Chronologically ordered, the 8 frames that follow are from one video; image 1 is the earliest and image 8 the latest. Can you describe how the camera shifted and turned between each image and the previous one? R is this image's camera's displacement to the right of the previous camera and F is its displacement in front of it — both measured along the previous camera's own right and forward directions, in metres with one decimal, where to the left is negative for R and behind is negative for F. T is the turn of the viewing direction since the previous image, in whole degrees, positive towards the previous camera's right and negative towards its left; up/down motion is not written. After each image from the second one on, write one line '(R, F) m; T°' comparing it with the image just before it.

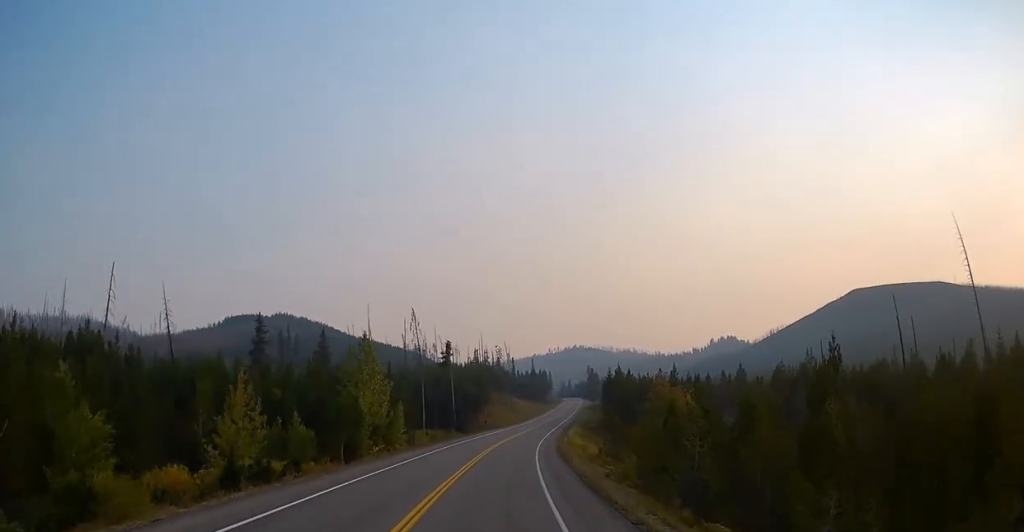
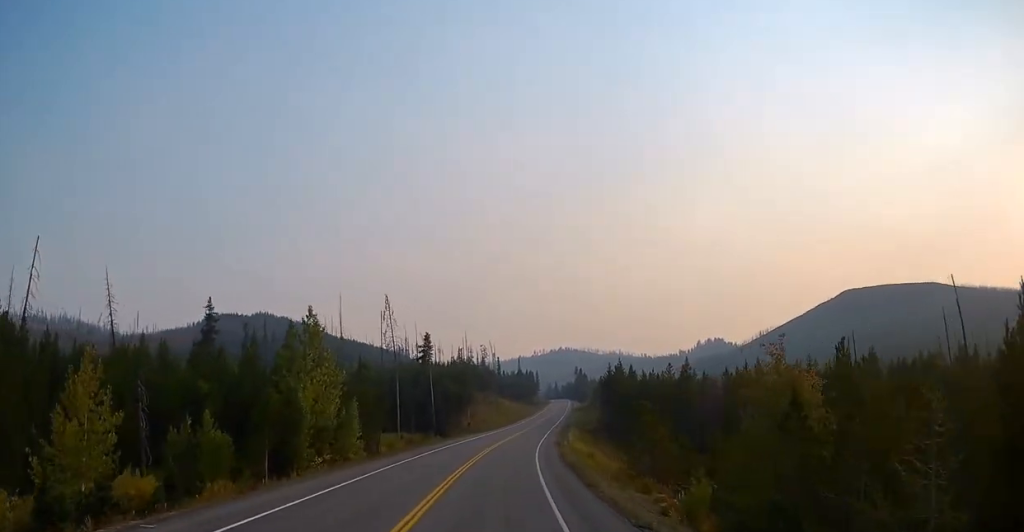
(0.0, +13.3) m; +2°
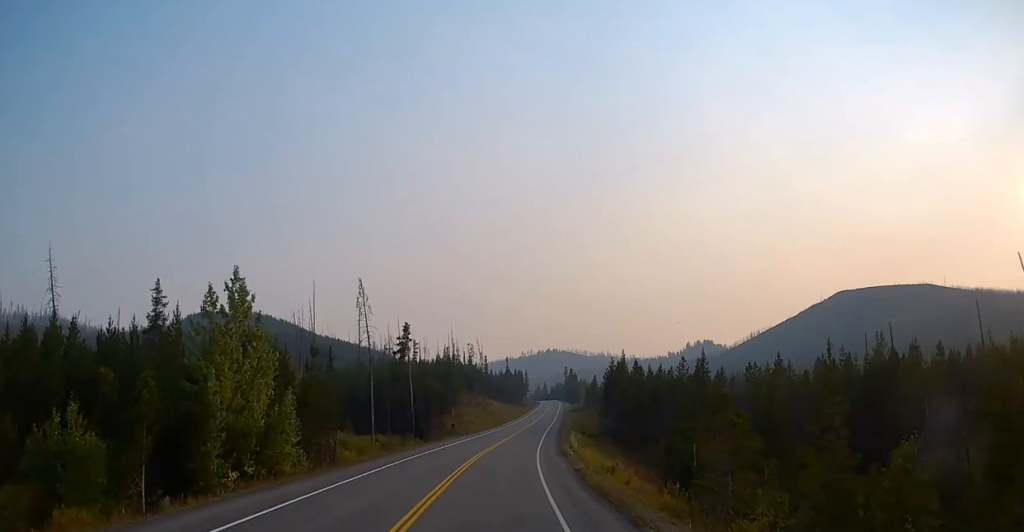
(+0.3, +12.0) m; +1°
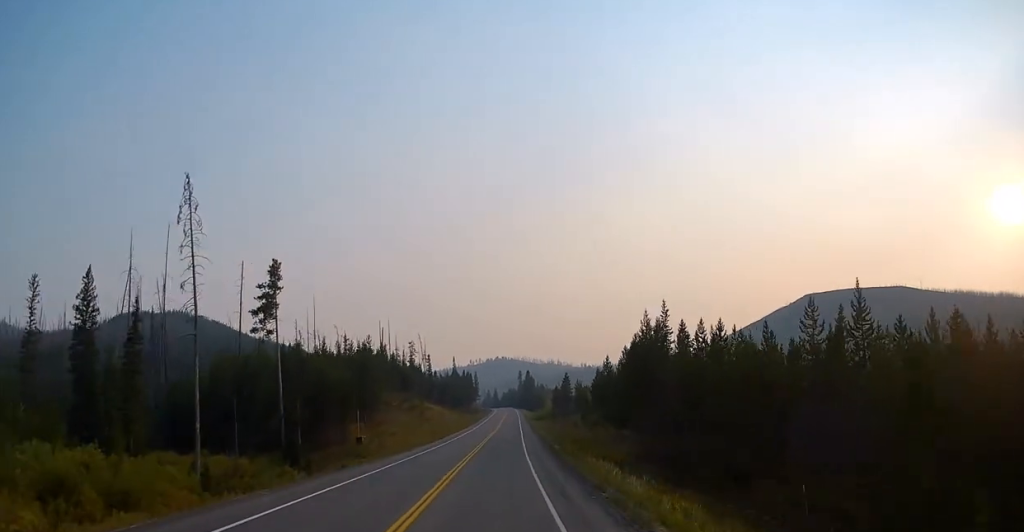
(+1.2, +40.7) m; +4°
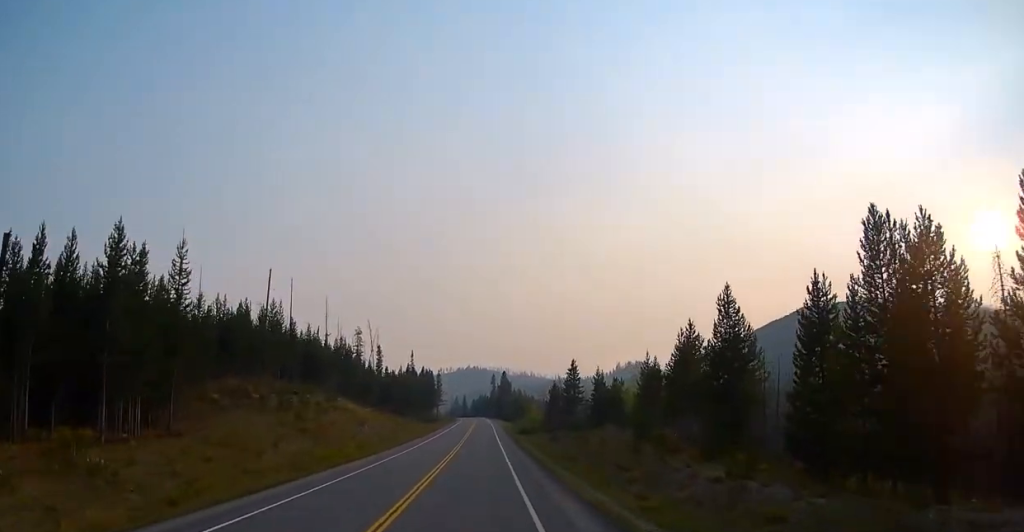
(+1.5, +53.1) m; +2°
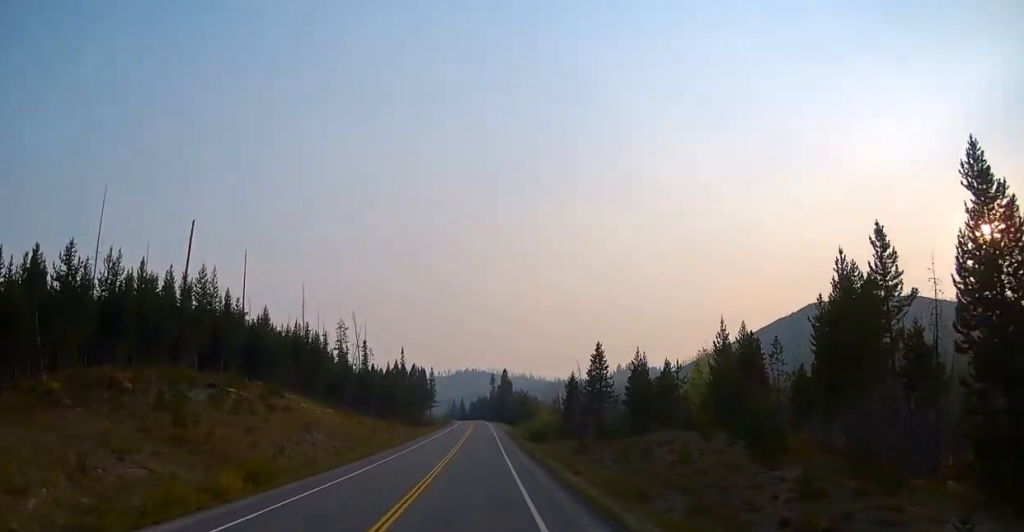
(-0.1, +20.7) m; -1°
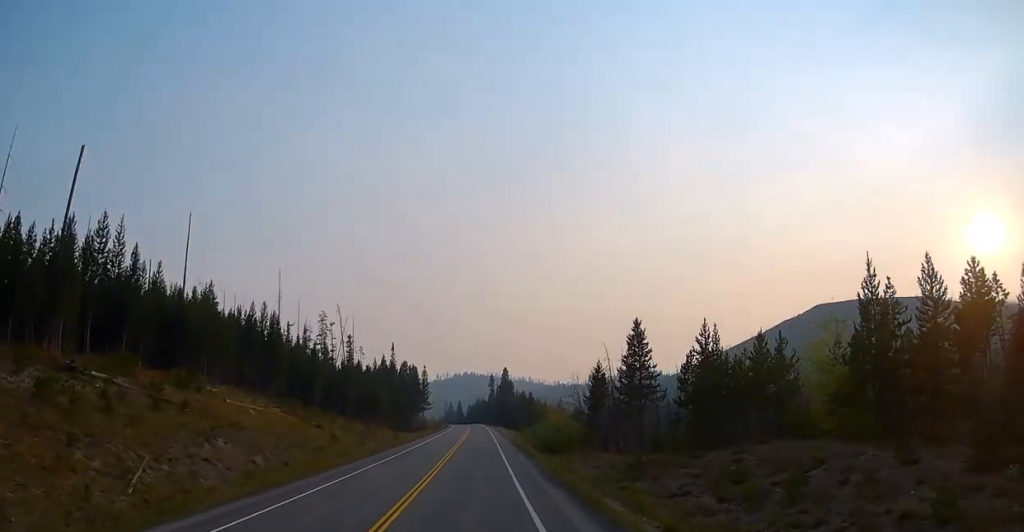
(-0.1, +17.0) m; 0°
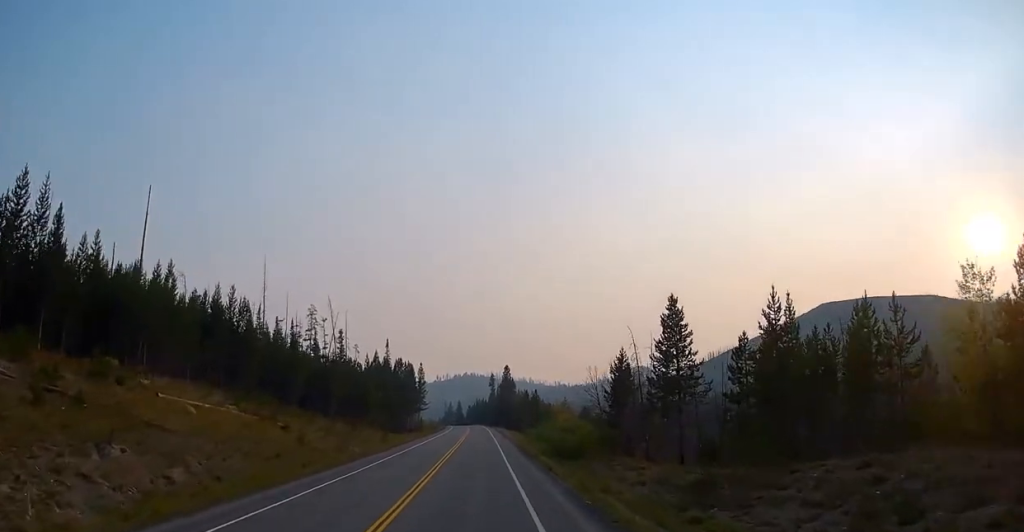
(-0.1, +9.0) m; 0°
